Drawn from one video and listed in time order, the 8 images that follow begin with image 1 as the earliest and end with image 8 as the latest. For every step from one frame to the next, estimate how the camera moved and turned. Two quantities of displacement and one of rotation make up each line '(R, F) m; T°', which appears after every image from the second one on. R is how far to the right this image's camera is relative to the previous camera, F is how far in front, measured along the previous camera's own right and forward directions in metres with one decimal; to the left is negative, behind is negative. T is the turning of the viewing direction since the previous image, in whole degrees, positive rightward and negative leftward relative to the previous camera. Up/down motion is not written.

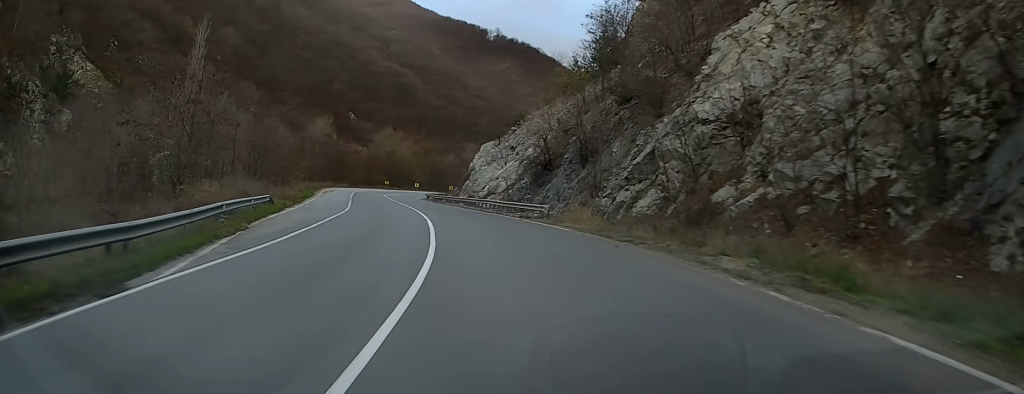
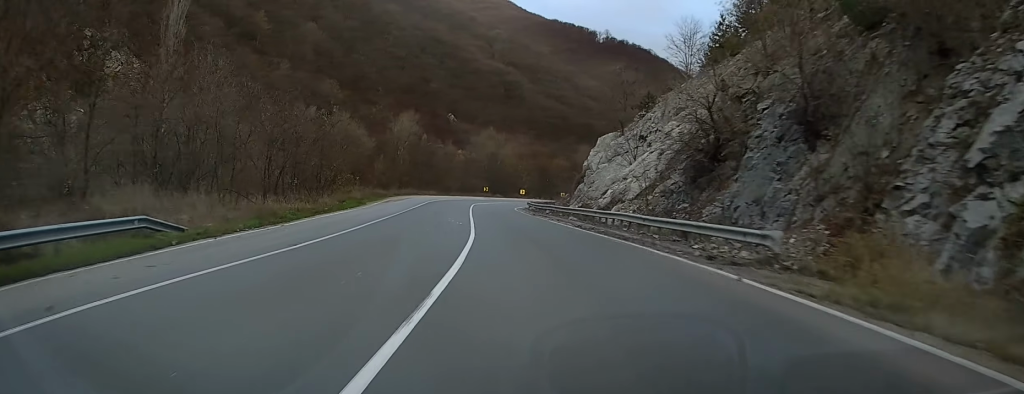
(-1.4, +20.4) m; -7°
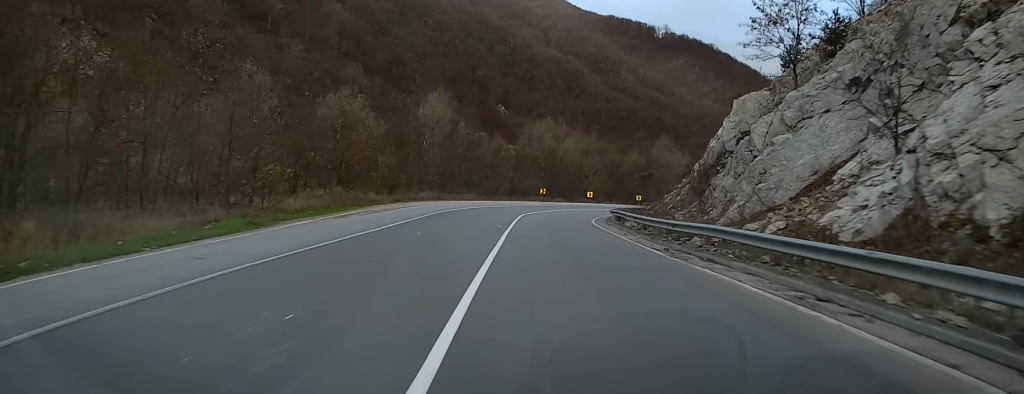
(-1.7, +28.4) m; -3°
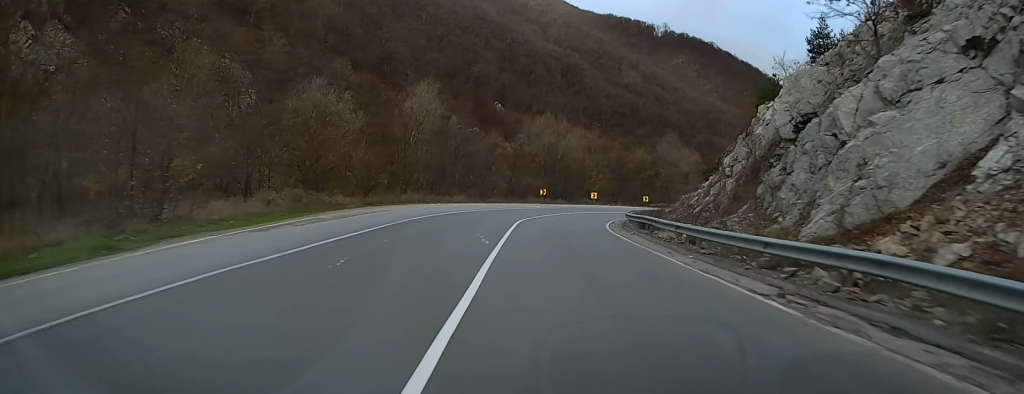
(0.0, +8.3) m; 0°
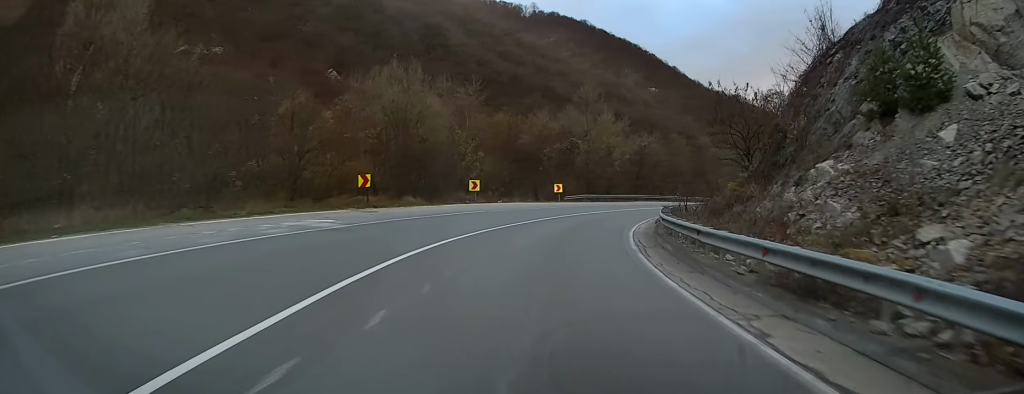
(+3.7, +43.5) m; +14°
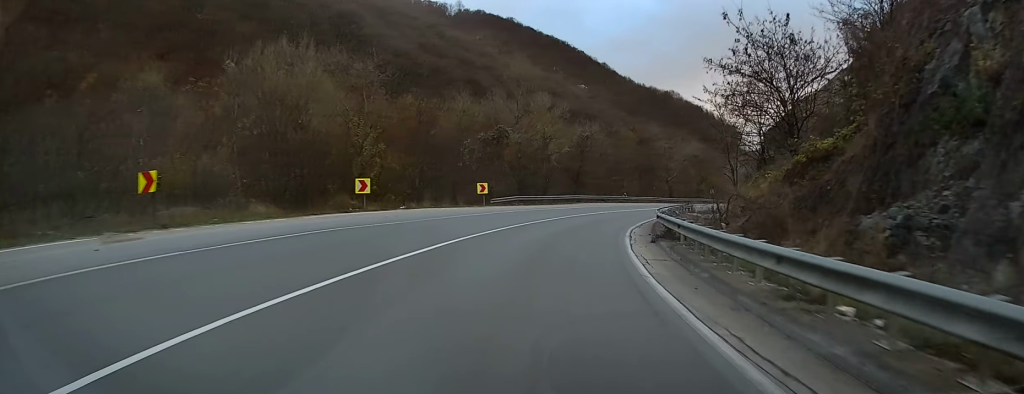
(+0.8, +14.8) m; +7°
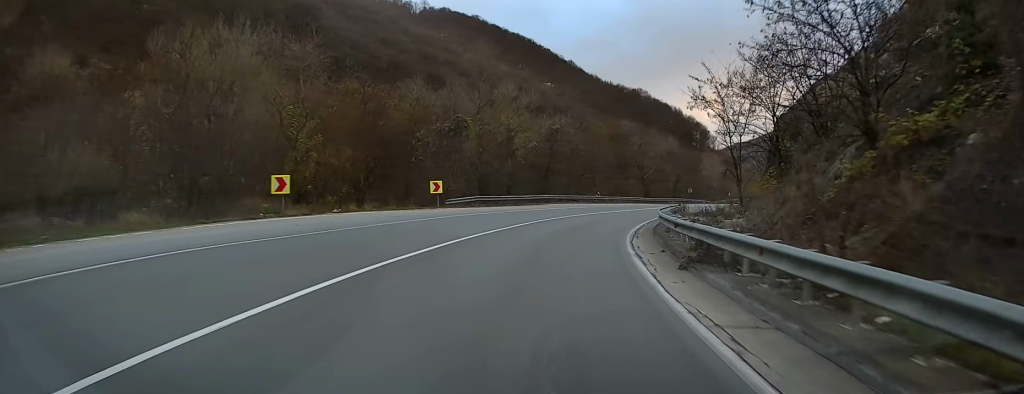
(+0.3, +7.5) m; +4°
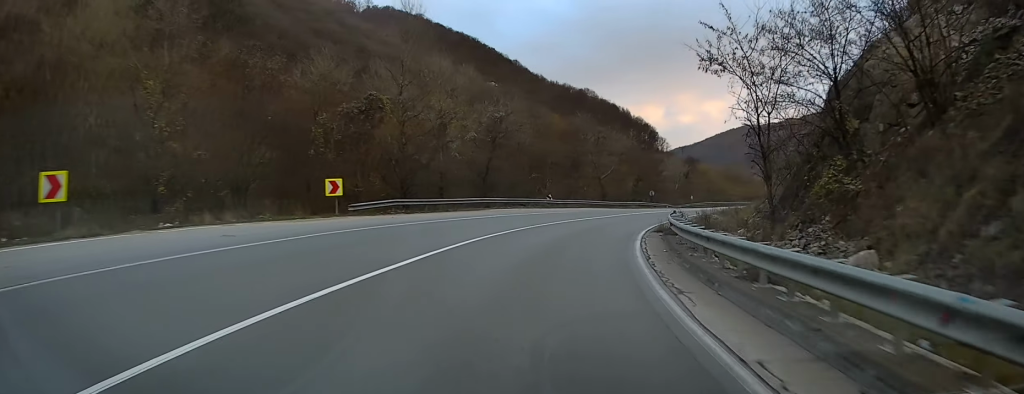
(+0.5, +12.0) m; +6°
